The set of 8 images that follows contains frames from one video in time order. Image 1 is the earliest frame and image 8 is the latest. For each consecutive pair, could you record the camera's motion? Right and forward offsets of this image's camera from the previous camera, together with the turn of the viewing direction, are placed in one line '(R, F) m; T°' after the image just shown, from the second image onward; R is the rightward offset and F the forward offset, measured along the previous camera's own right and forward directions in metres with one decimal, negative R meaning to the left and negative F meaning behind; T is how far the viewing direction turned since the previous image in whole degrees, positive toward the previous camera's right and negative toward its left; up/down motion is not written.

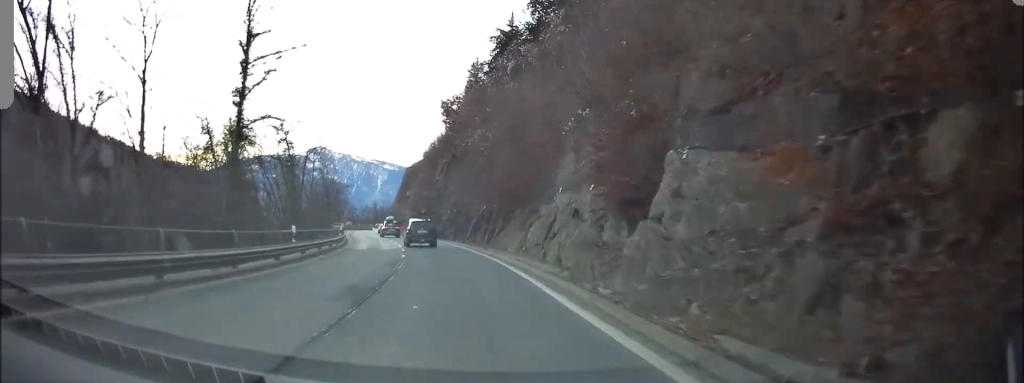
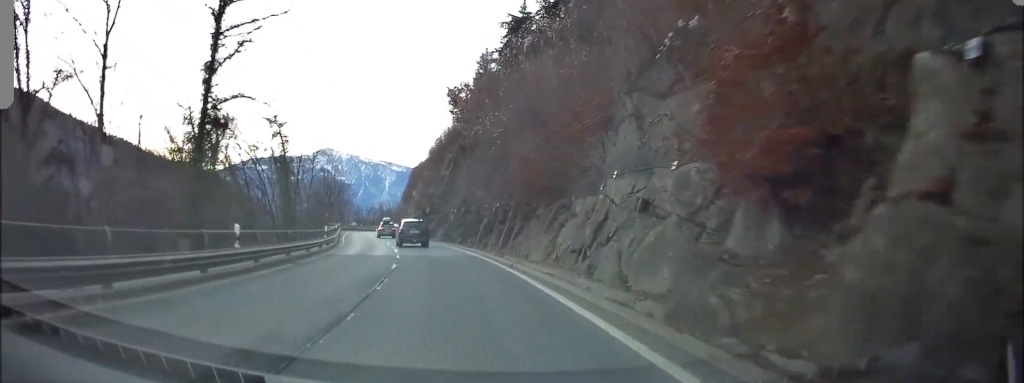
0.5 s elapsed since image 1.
(-0.1, +5.8) m; -1°
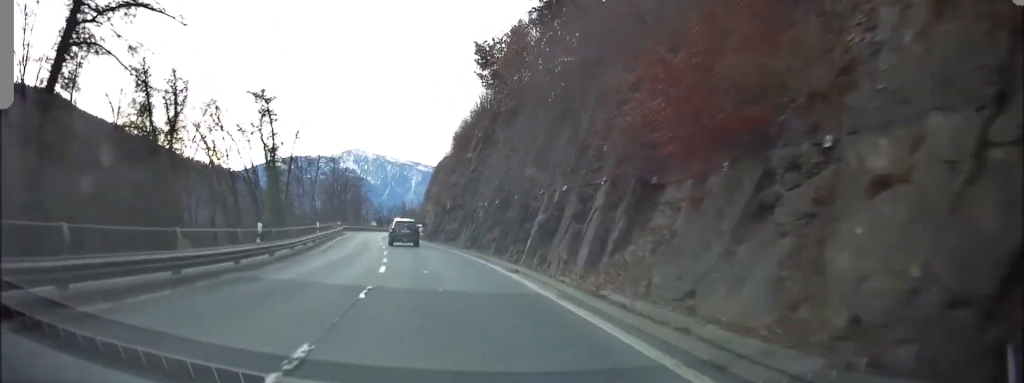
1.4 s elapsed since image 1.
(-0.3, +11.8) m; -4°
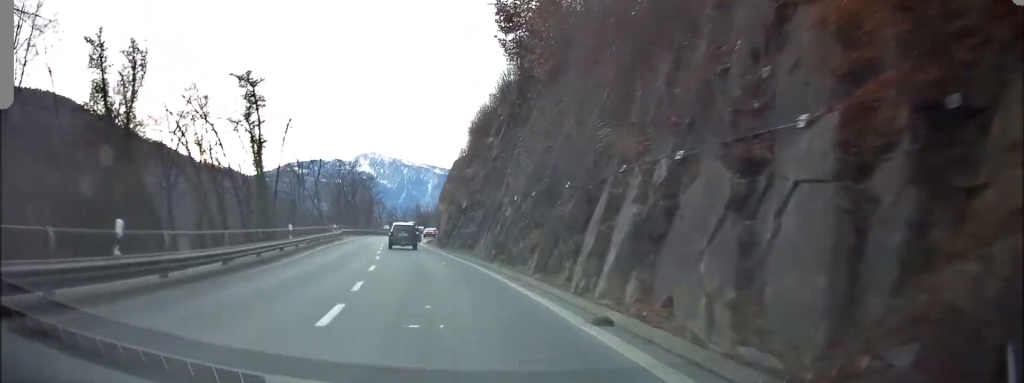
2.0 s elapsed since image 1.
(-0.2, +8.2) m; -2°
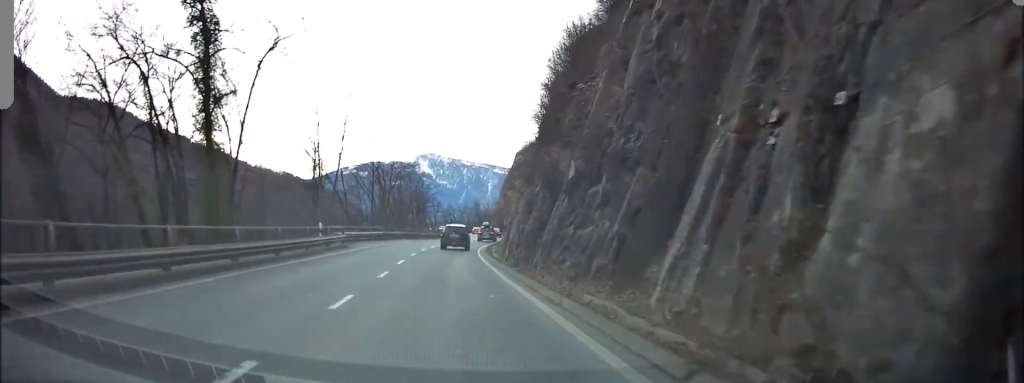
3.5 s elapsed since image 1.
(-0.4, +19.6) m; -2°
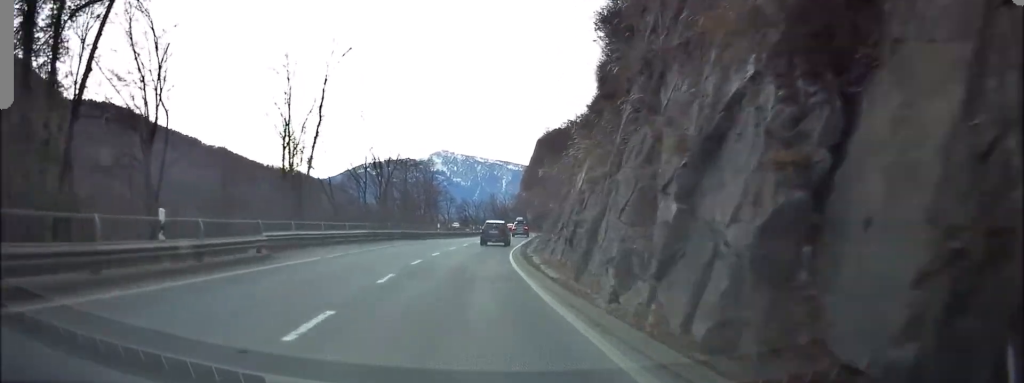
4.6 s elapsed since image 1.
(-0.3, +14.1) m; -3°
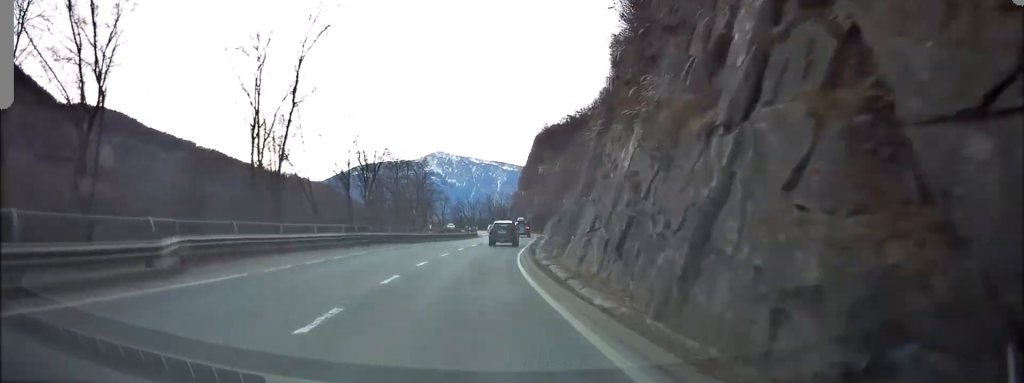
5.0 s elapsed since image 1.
(-0.1, +5.9) m; 0°
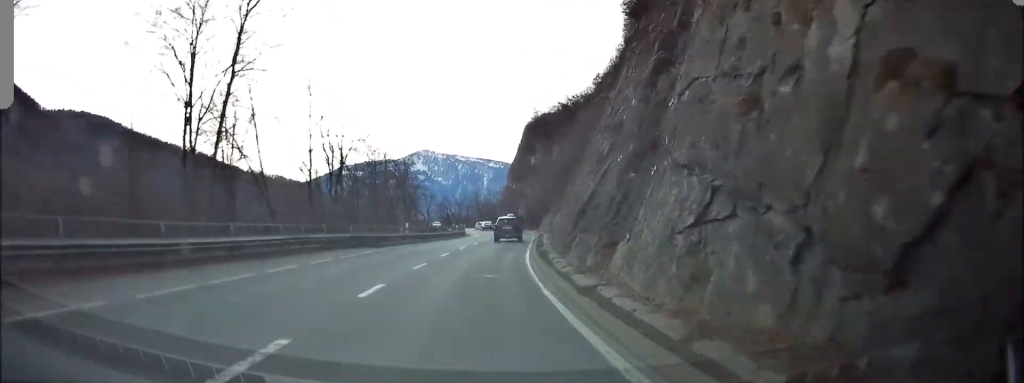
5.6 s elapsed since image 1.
(-0.2, +7.8) m; +1°
